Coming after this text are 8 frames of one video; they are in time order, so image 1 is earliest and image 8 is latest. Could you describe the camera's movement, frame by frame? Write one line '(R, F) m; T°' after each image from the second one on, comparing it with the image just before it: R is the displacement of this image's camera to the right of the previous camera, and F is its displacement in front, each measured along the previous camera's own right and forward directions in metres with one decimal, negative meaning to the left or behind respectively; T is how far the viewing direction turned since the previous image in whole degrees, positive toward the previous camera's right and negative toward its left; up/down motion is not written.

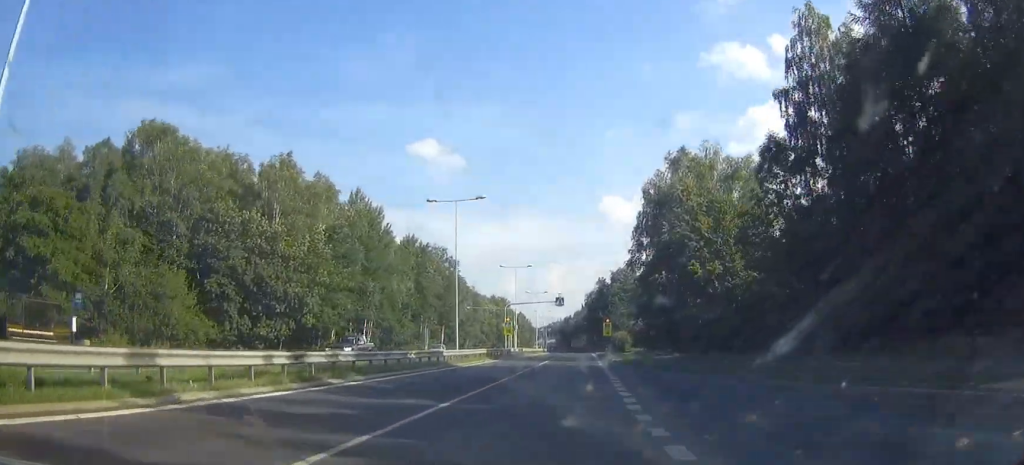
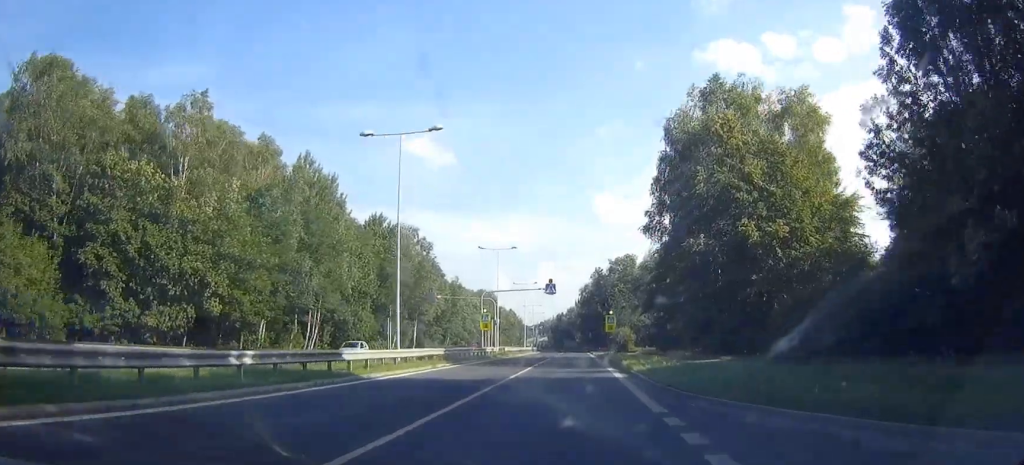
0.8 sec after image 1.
(+0.3, +17.3) m; +1°
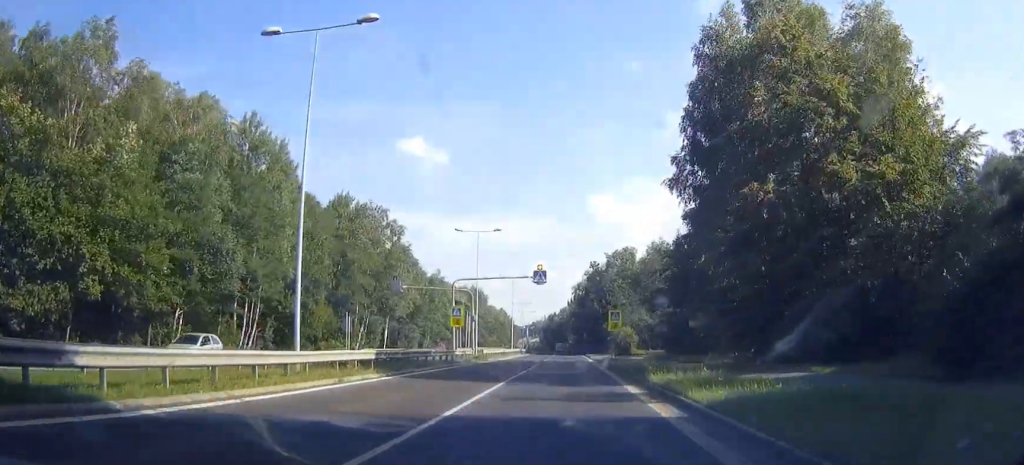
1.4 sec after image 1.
(+0.1, +13.4) m; +1°
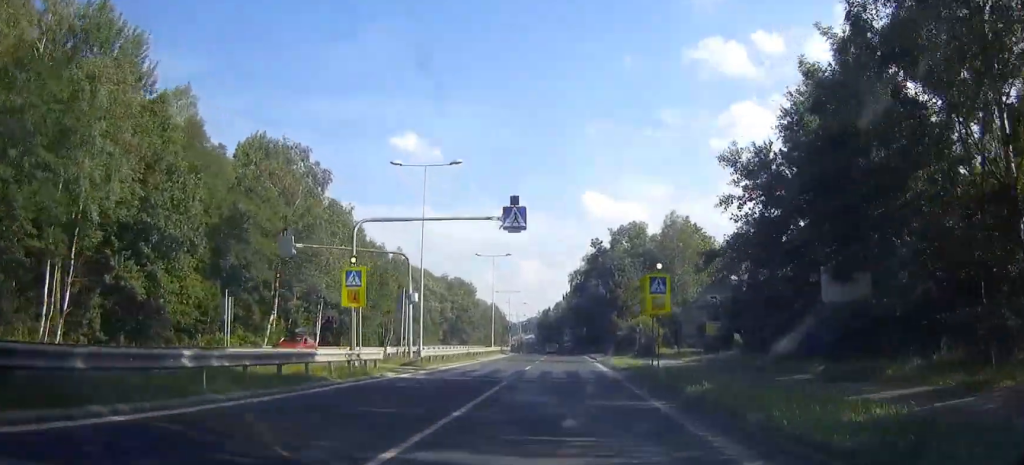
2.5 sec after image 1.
(+0.2, +24.8) m; +1°
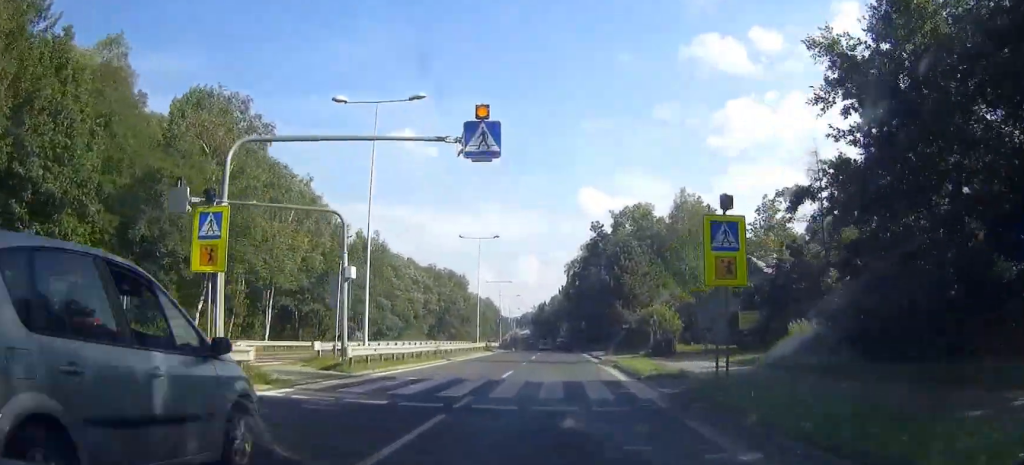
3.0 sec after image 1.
(0.0, +11.5) m; 0°
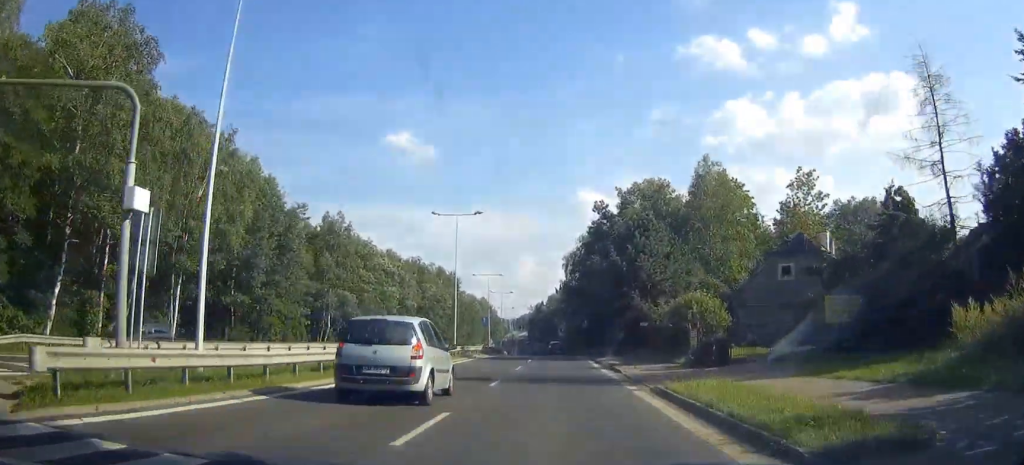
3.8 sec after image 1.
(+0.1, +15.3) m; 0°
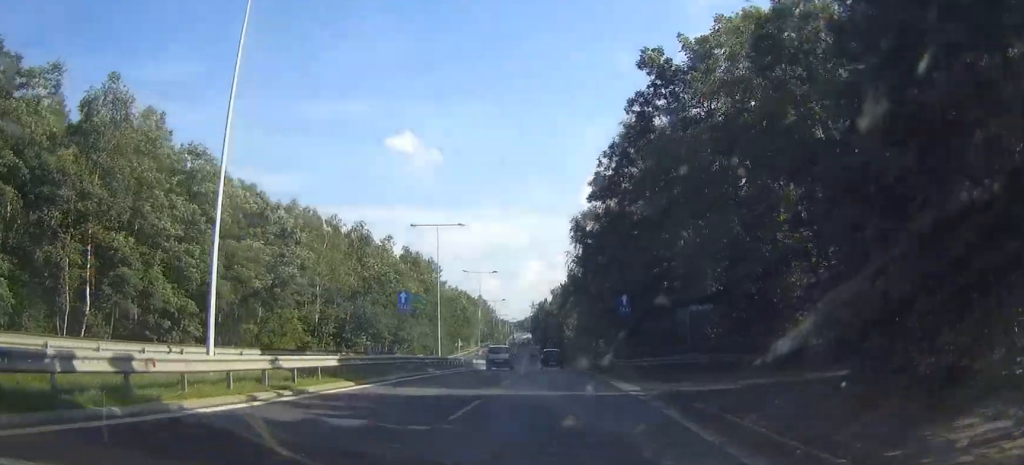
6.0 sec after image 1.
(-0.1, +45.0) m; 0°
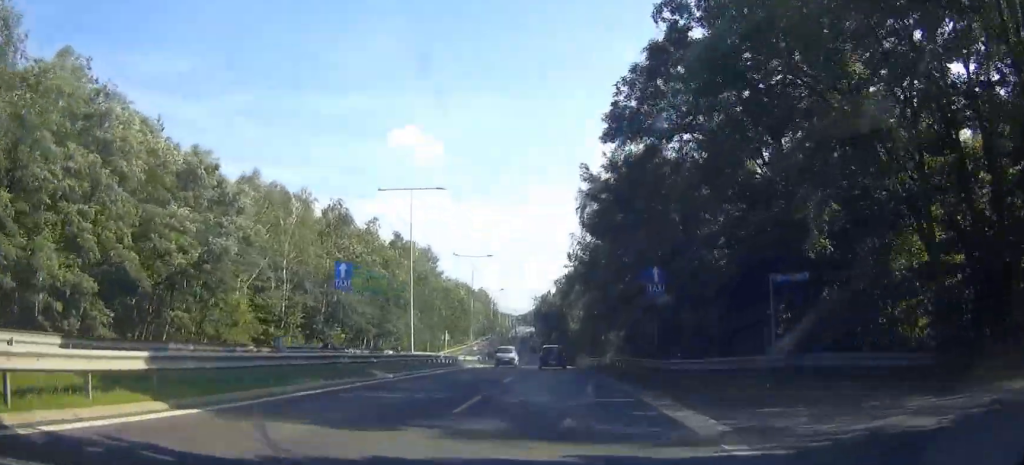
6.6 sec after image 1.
(0.0, +11.2) m; 0°
